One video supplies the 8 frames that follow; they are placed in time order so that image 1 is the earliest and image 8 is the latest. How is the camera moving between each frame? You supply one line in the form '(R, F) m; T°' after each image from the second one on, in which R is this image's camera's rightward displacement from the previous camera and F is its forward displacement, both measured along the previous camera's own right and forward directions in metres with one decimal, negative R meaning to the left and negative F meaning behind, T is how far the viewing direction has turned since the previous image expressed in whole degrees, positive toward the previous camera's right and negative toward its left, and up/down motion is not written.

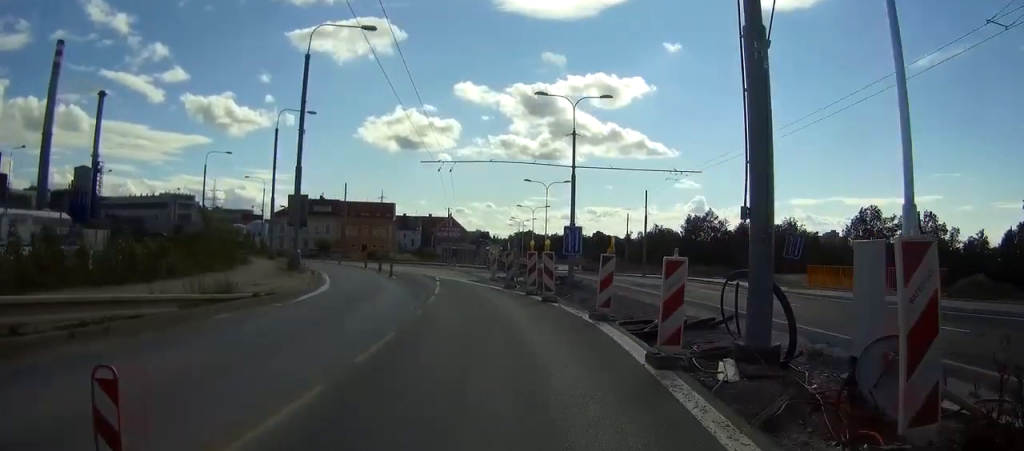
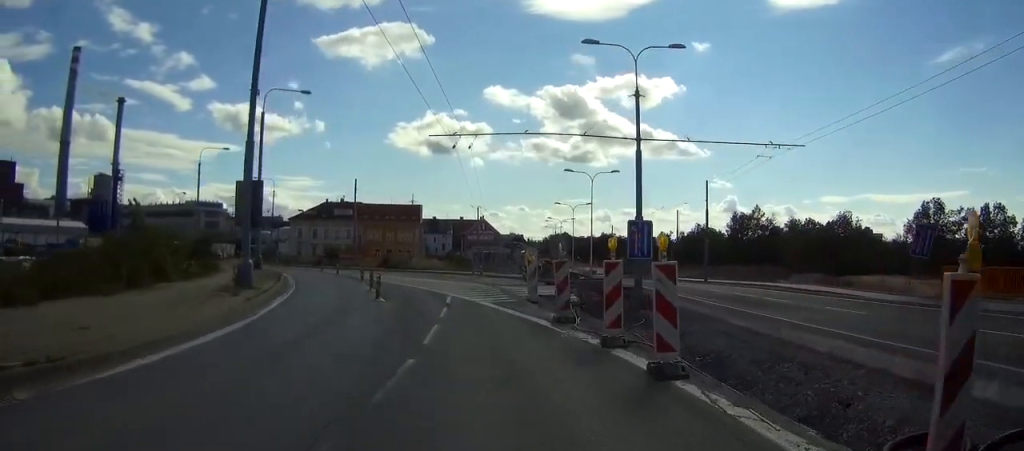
(-0.2, +10.7) m; -5°
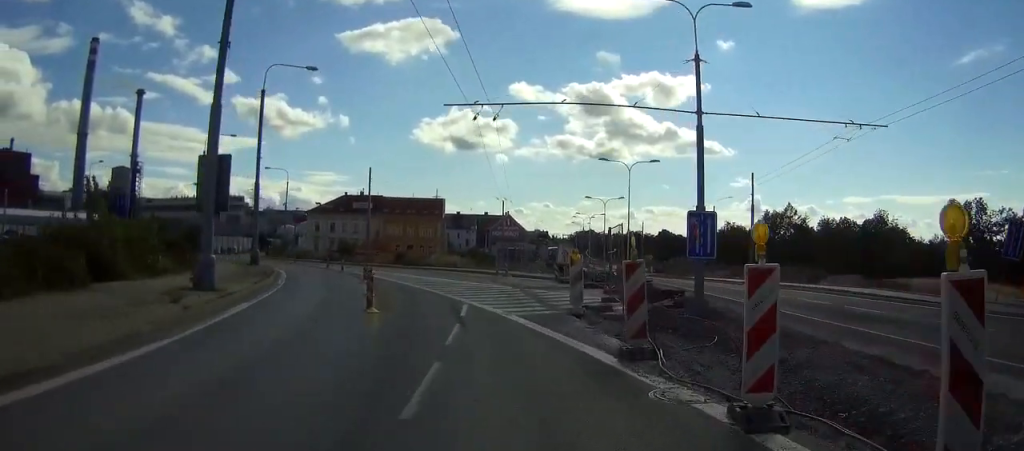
(-0.2, +5.4) m; -3°
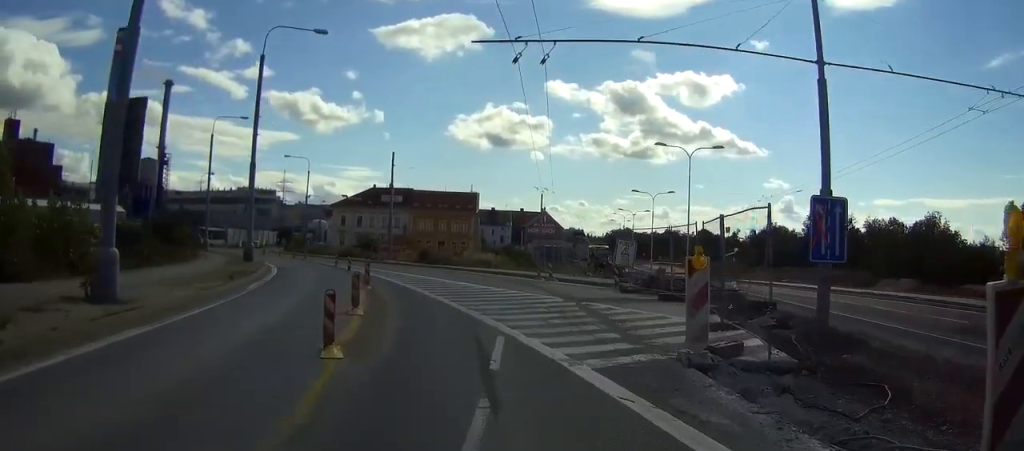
(-0.3, +7.2) m; -1°
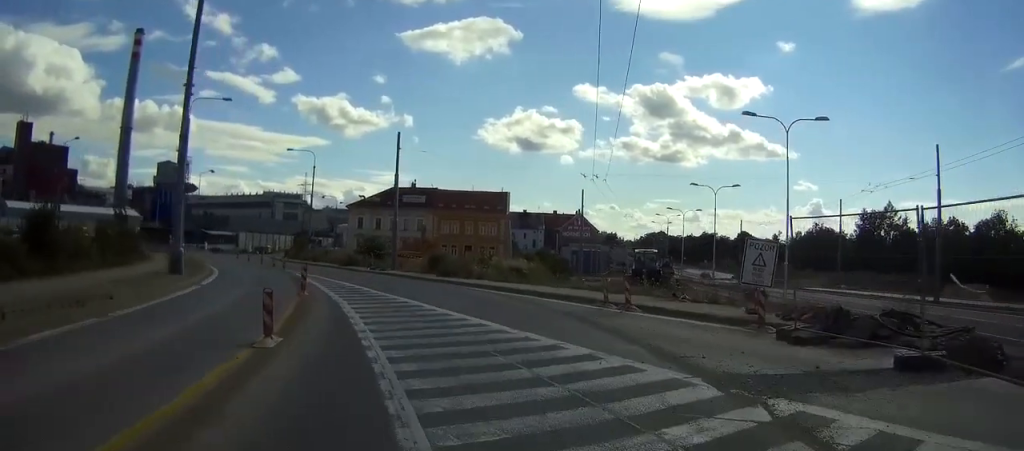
(+0.3, +12.1) m; +1°
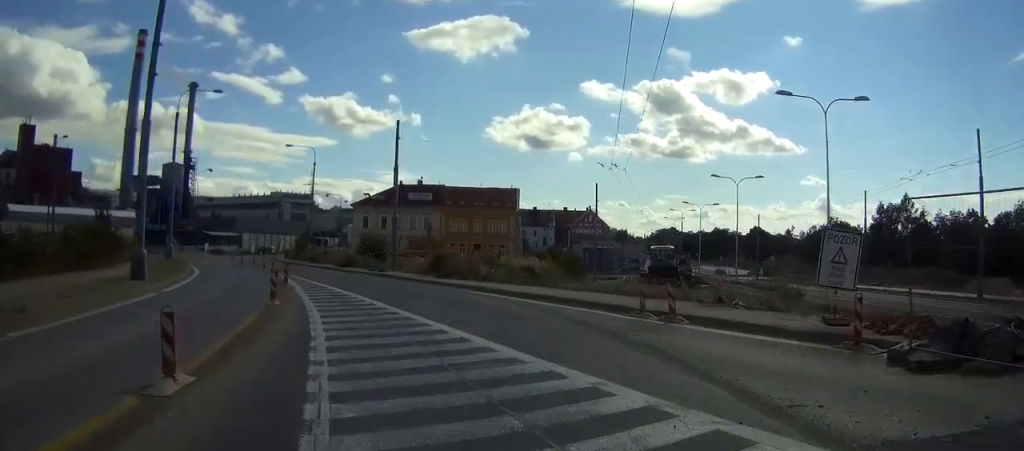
(+0.1, +3.8) m; -1°
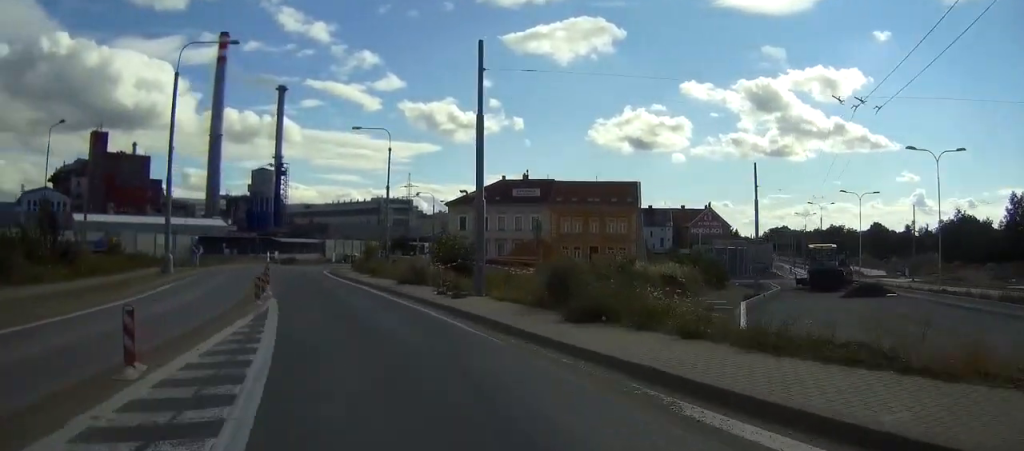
(-0.4, +16.5) m; -8°
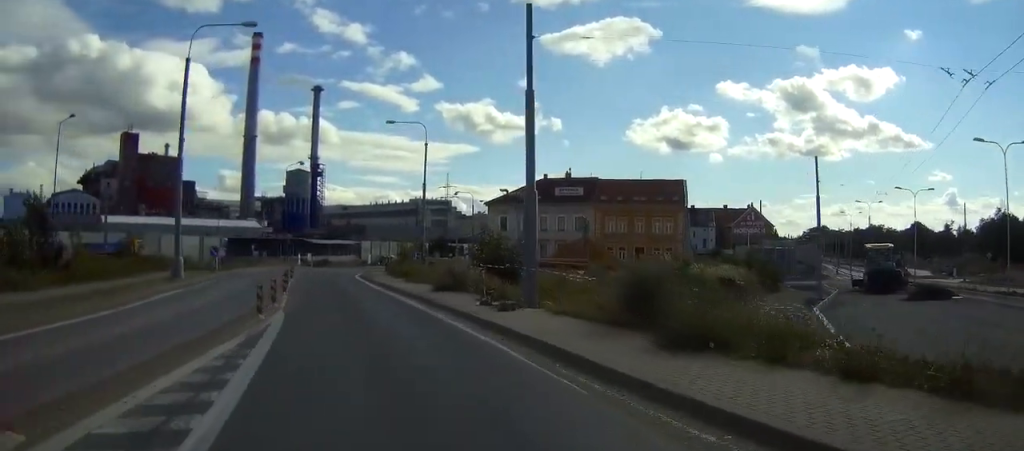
(-0.2, +3.6) m; -5°
